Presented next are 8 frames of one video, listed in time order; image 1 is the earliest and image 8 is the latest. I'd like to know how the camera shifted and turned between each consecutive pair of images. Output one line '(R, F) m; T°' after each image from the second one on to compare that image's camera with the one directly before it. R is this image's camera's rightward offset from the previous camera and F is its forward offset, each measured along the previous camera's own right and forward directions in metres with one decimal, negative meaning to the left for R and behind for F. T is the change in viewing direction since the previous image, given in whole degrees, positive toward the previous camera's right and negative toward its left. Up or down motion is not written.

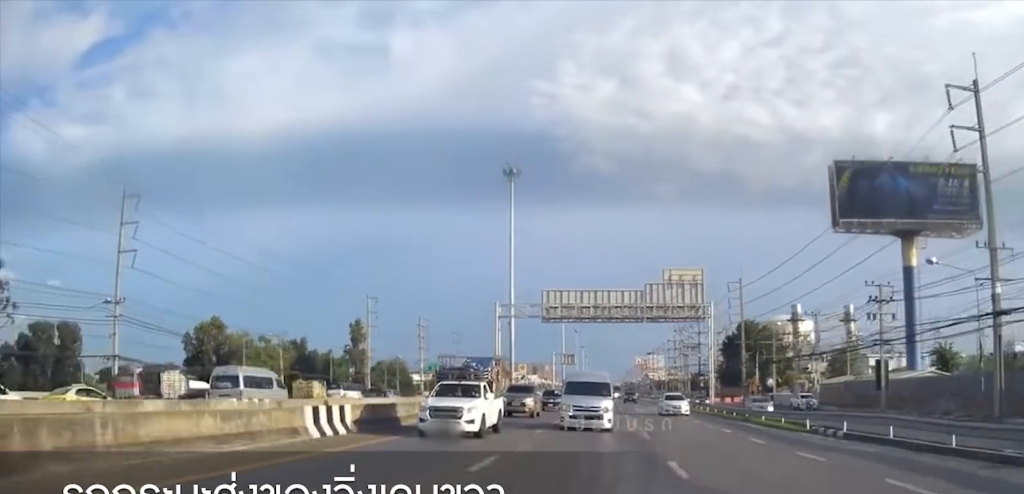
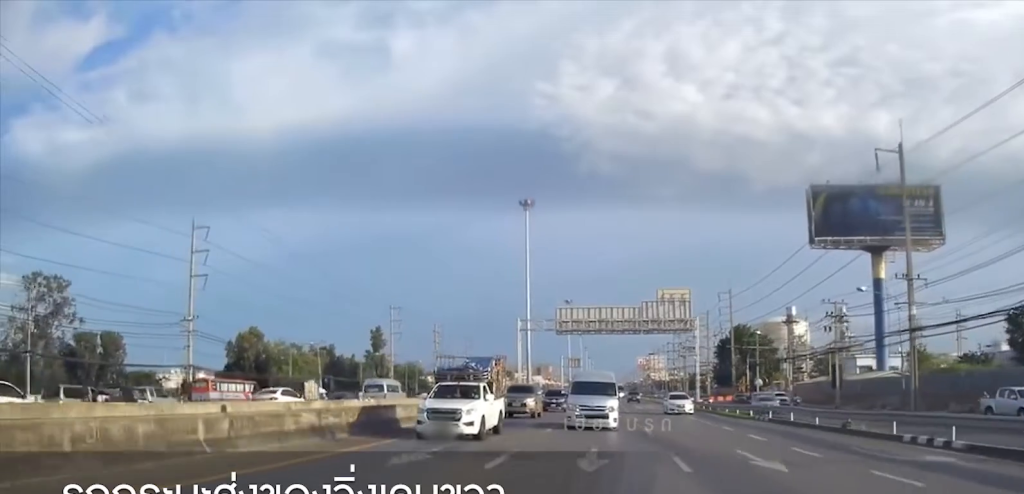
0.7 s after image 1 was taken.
(-0.2, +12.6) m; 0°
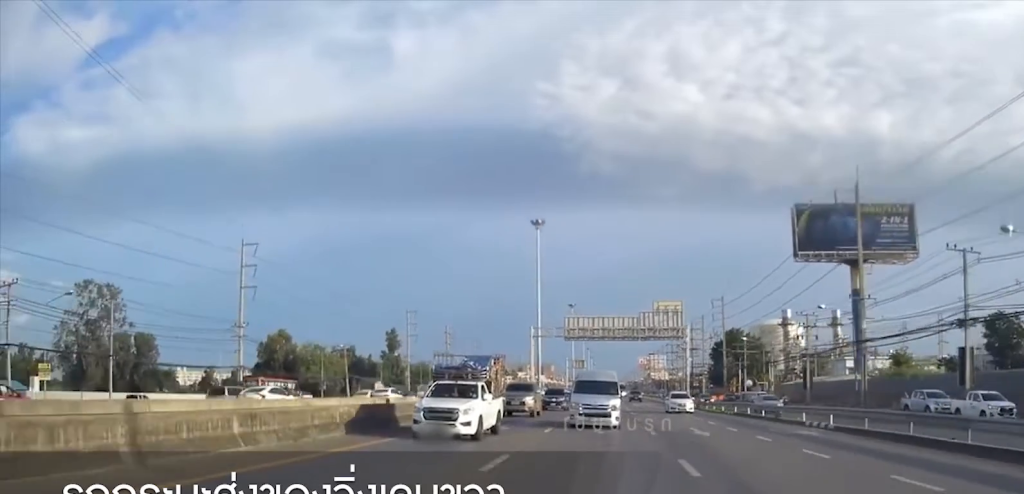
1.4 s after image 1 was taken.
(-0.3, +11.3) m; 0°
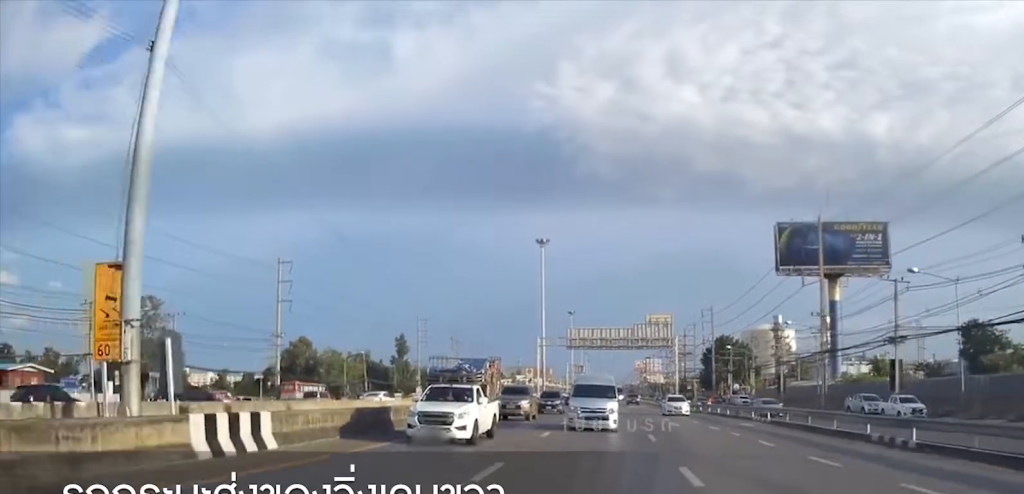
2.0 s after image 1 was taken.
(+0.6, +11.5) m; 0°
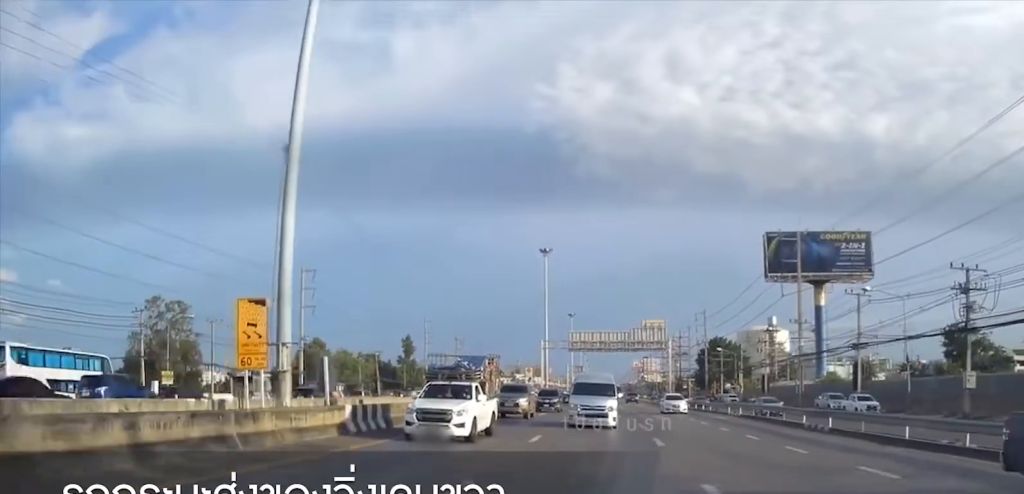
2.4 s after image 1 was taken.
(0.0, +7.9) m; 0°
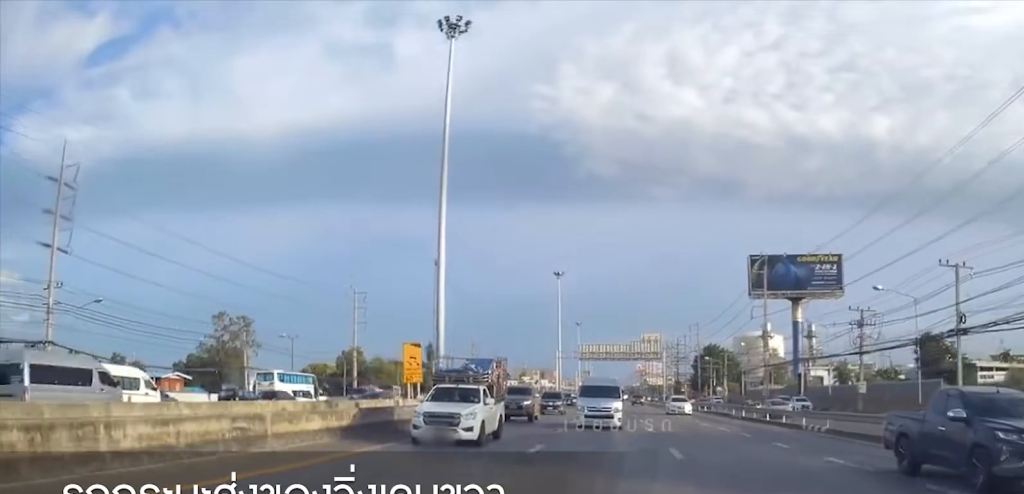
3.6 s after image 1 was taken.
(-0.4, +21.9) m; 0°
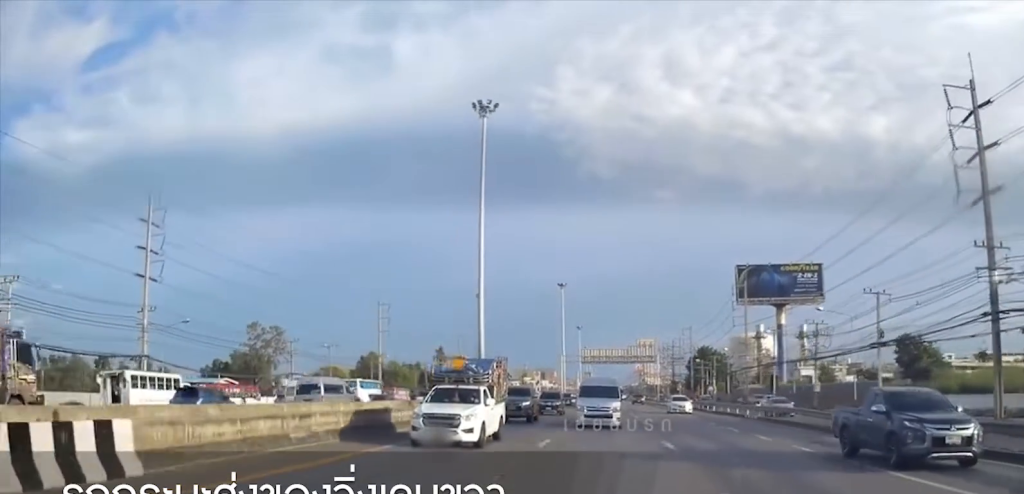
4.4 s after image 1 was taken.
(+0.3, +14.6) m; 0°
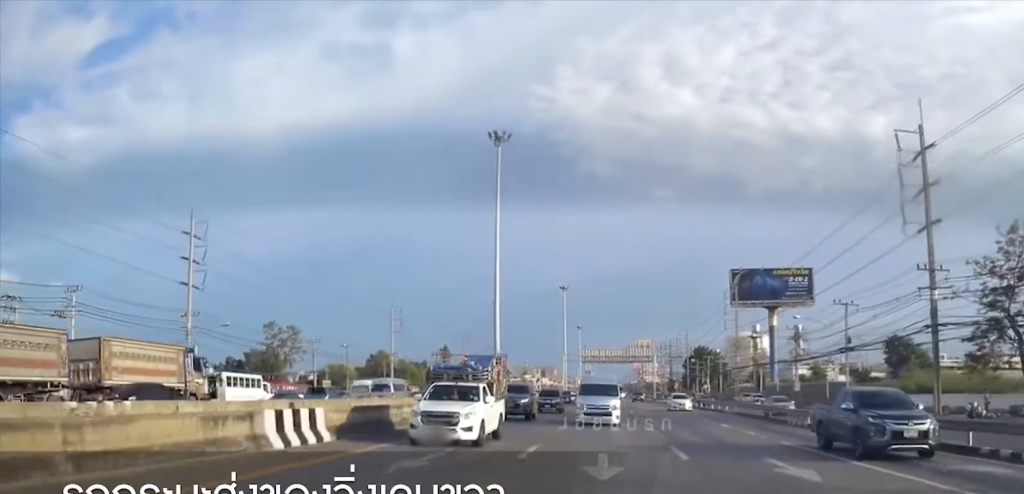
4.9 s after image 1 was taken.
(-0.4, +8.7) m; 0°
